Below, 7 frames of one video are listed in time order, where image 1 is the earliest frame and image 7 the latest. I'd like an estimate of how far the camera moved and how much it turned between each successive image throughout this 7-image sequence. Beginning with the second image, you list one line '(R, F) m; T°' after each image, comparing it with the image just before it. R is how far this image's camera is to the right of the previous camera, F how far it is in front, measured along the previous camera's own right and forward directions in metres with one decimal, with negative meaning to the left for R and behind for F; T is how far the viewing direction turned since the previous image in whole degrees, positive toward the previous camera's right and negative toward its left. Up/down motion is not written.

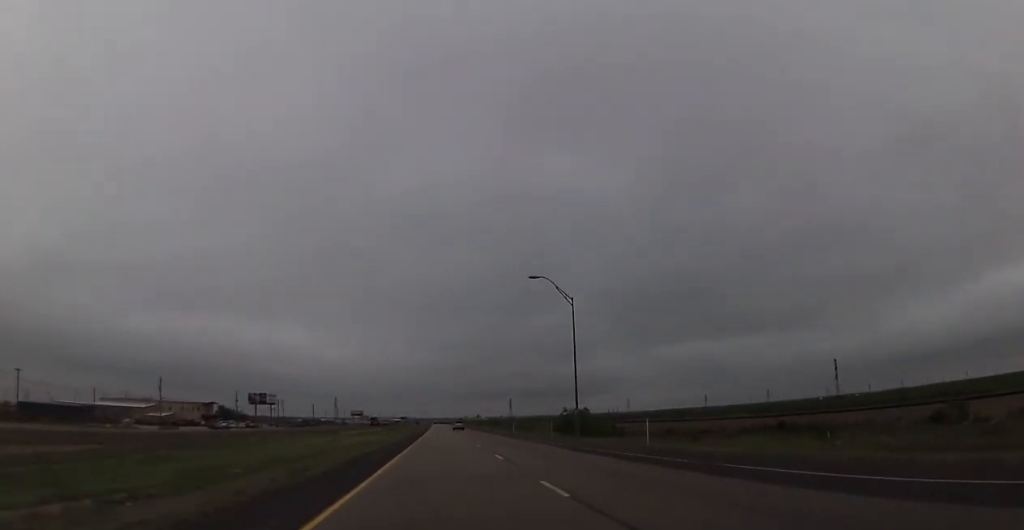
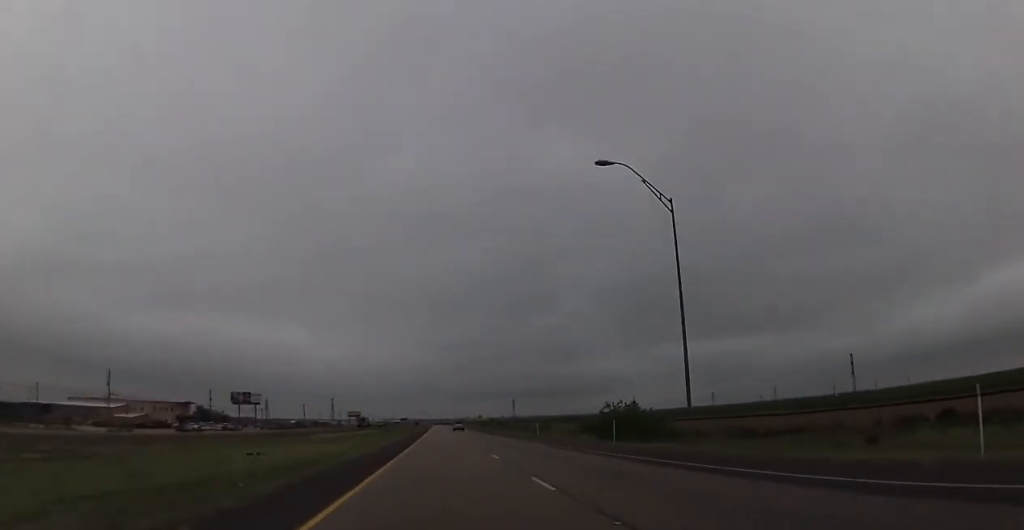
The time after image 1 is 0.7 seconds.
(-0.2, +23.4) m; -1°
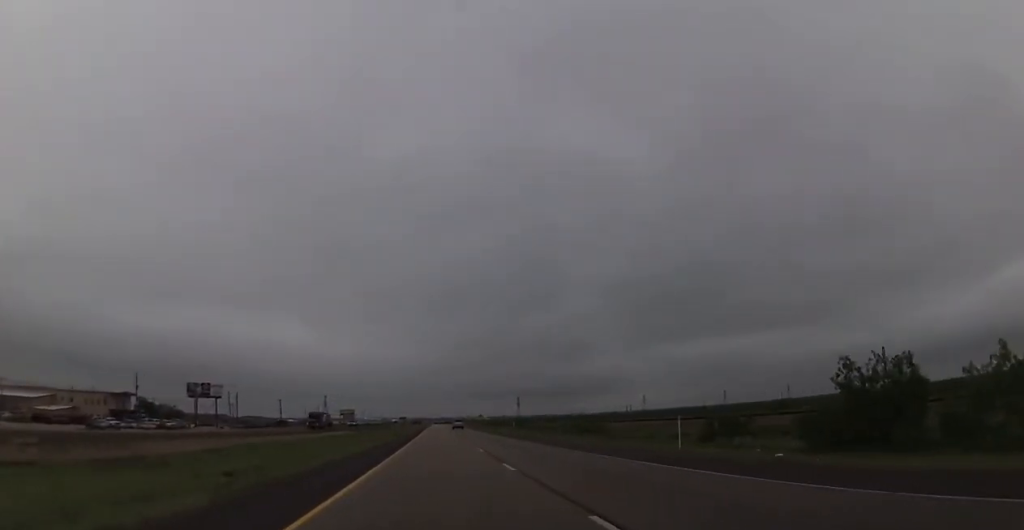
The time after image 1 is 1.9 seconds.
(-0.2, +43.6) m; -1°
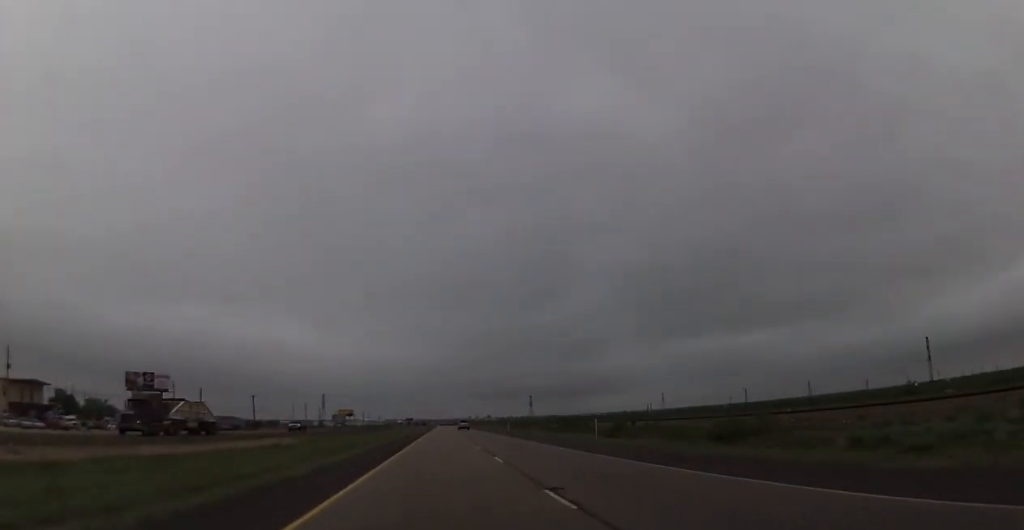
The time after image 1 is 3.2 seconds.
(-0.2, +44.9) m; 0°
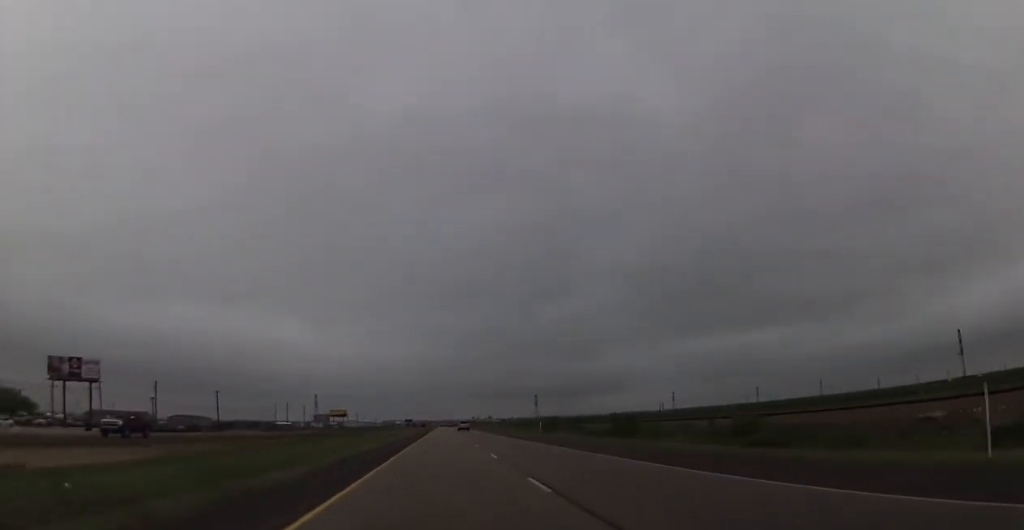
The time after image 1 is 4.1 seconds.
(0.0, +34.3) m; 0°
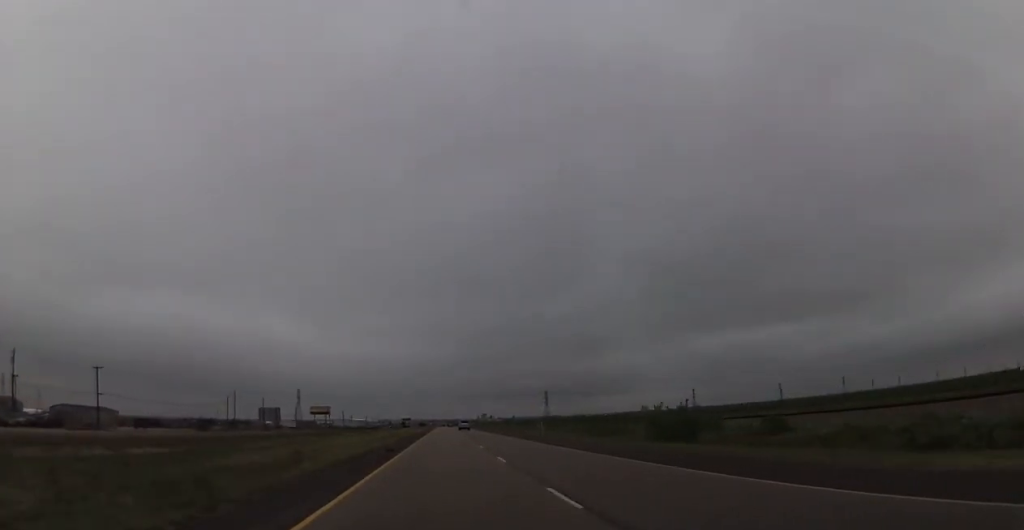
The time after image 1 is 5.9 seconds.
(+0.1, +63.7) m; 0°
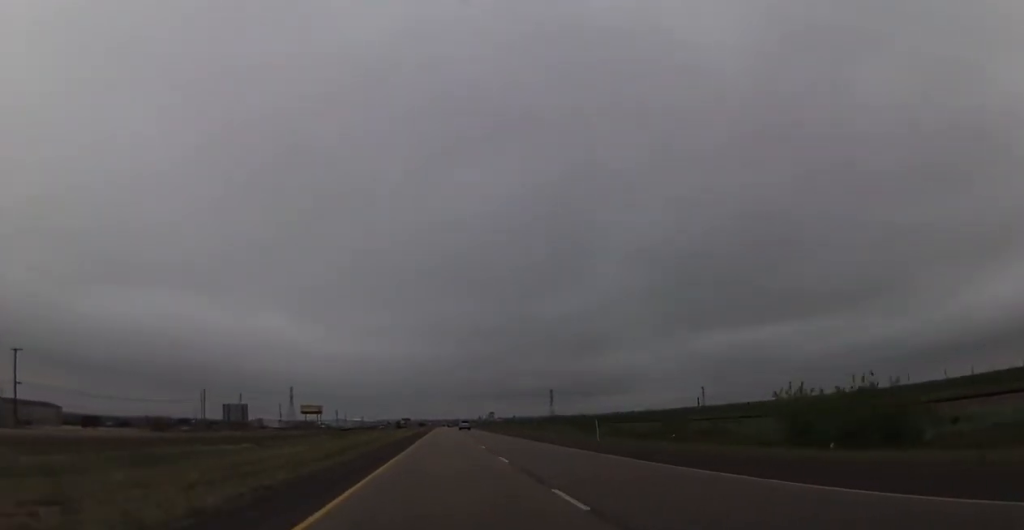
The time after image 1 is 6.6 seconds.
(-0.3, +24.7) m; 0°
